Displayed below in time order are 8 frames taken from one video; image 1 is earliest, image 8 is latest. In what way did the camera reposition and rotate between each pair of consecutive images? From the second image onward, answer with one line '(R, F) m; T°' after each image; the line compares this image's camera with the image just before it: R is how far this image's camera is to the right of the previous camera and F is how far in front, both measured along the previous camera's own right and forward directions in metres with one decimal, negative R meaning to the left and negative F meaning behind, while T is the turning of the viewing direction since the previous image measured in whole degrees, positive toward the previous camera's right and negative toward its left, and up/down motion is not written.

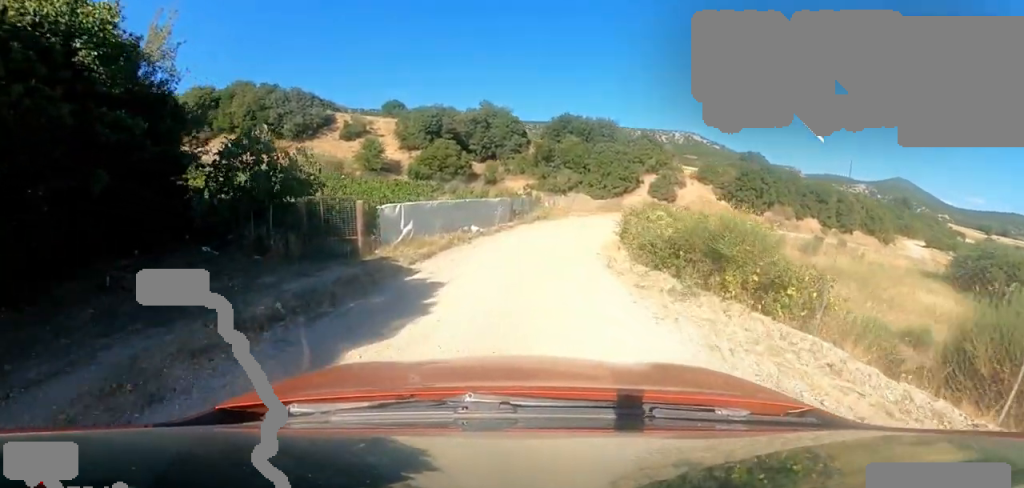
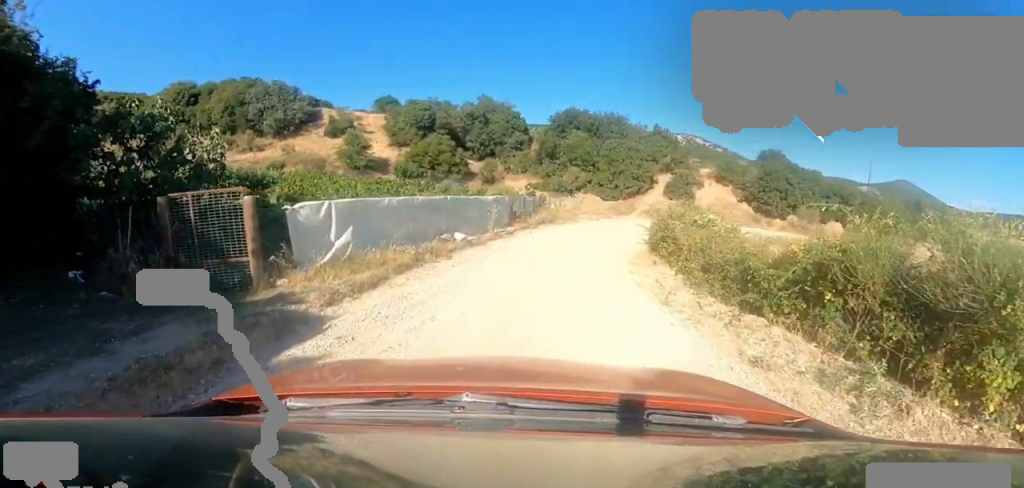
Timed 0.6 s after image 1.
(-0.5, +4.0) m; +7°
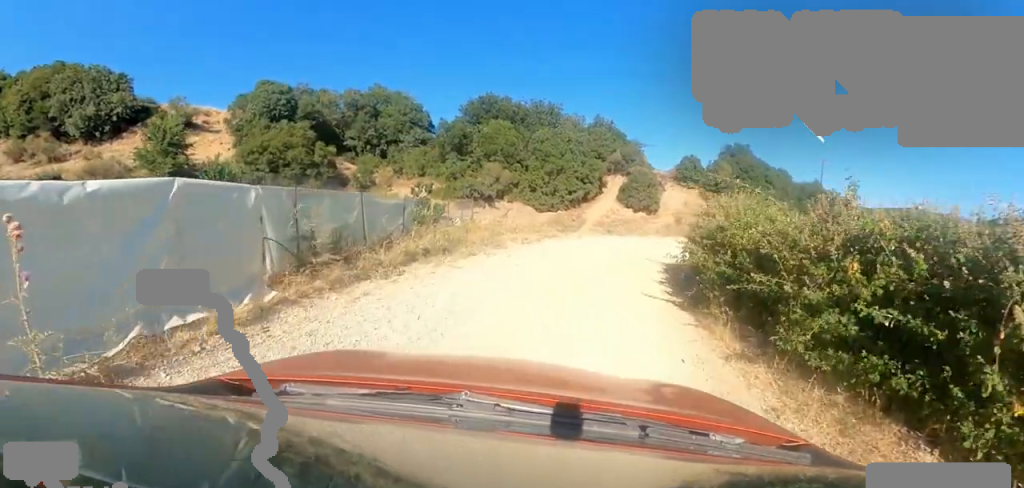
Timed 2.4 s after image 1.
(+0.3, +11.2) m; 0°
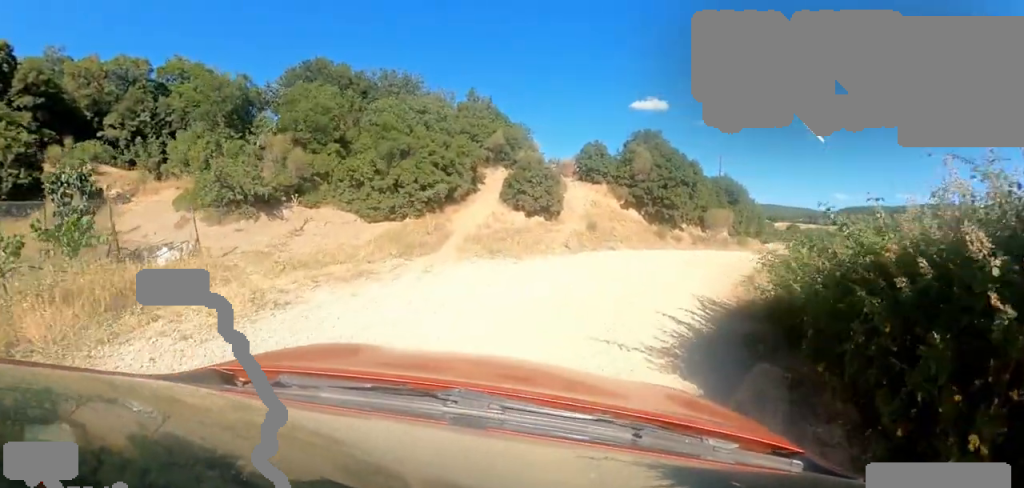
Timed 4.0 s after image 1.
(+3.1, +8.9) m; +36°
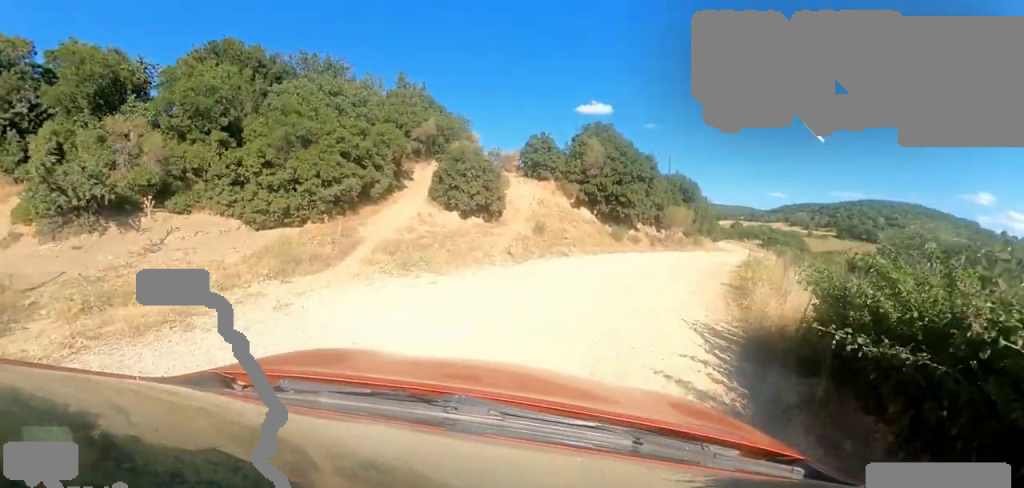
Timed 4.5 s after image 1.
(+0.4, +2.9) m; +8°
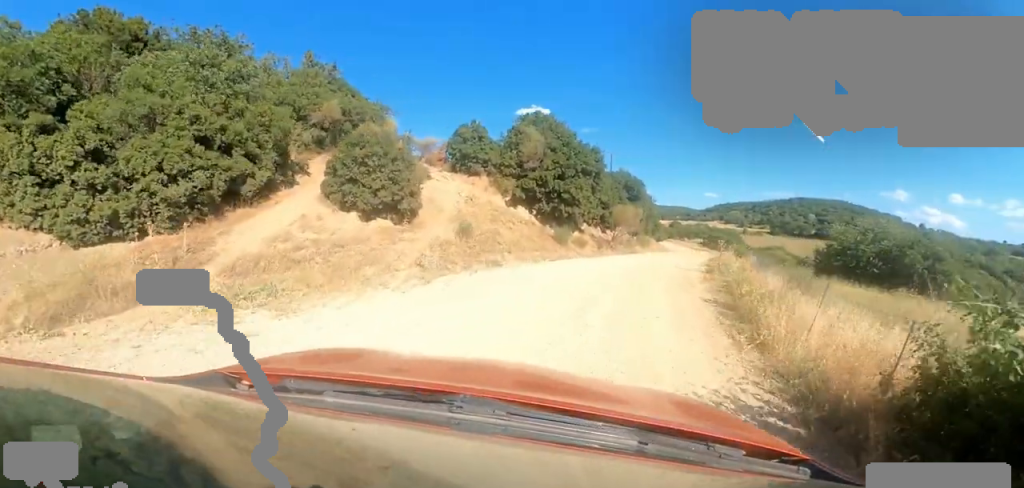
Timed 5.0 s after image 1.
(+0.1, +3.2) m; +3°
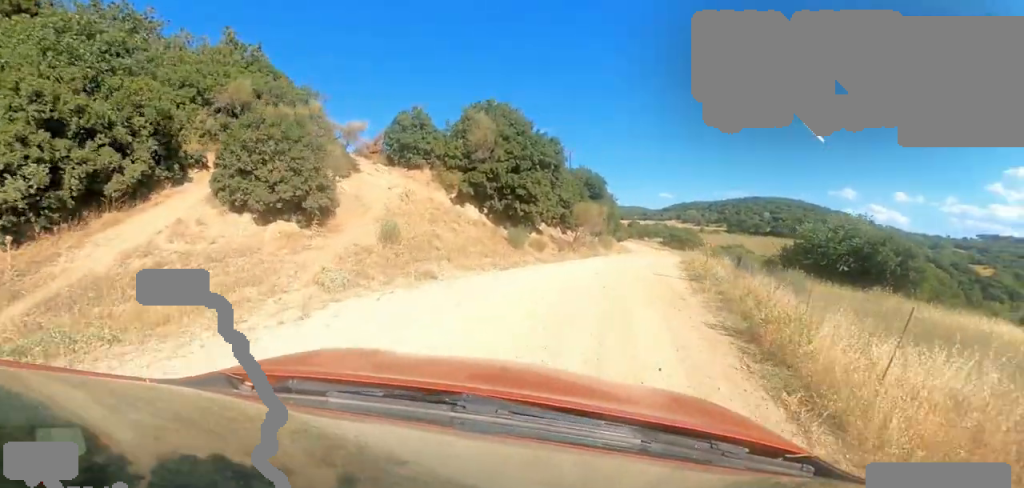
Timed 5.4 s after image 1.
(0.0, +2.5) m; +1°
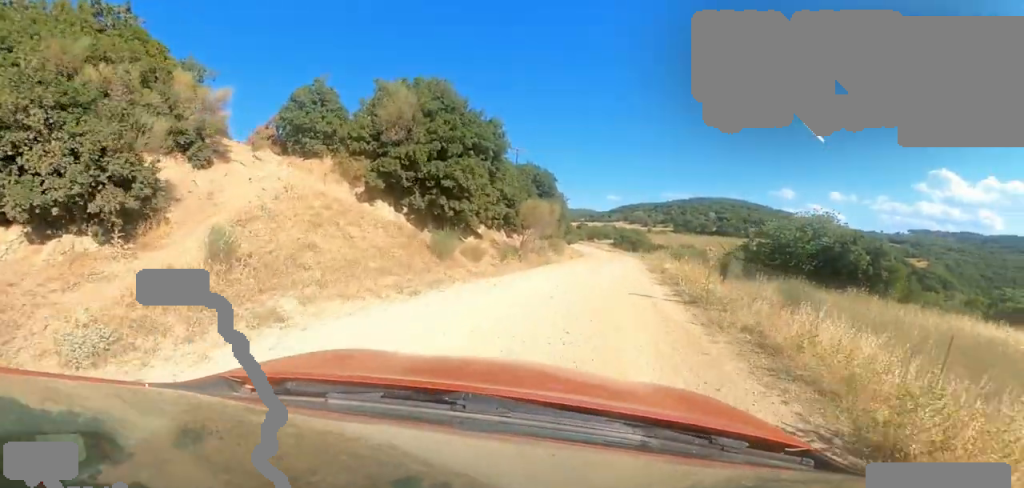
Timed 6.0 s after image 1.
(+0.1, +3.5) m; +8°
